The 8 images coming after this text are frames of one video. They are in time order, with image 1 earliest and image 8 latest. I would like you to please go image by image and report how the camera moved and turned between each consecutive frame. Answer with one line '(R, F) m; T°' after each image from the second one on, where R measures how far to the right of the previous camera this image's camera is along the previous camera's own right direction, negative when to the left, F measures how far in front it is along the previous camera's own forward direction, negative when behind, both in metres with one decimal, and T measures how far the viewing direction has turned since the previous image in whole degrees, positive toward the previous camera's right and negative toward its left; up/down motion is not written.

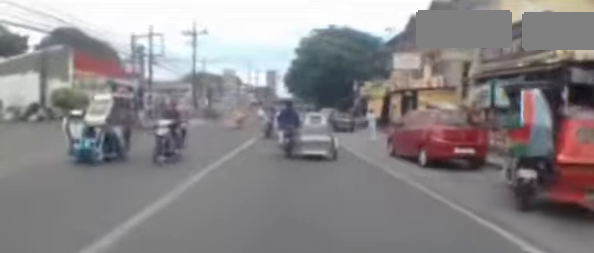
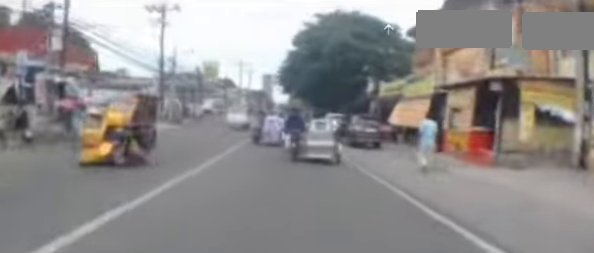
(-0.7, +8.8) m; -2°
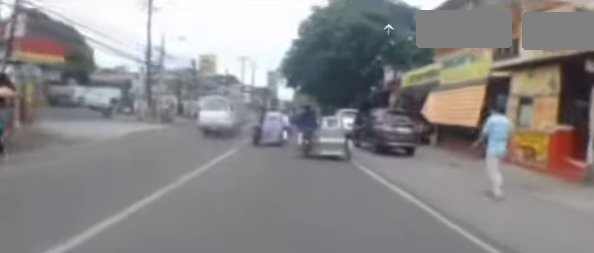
(+0.1, +3.9) m; +3°
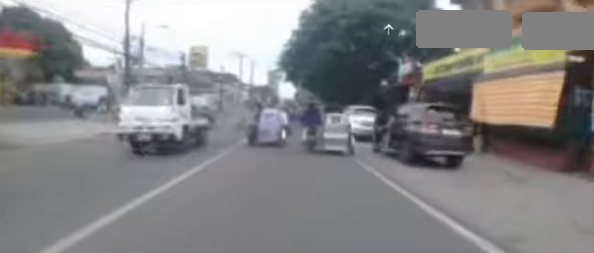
(0.0, +3.4) m; 0°
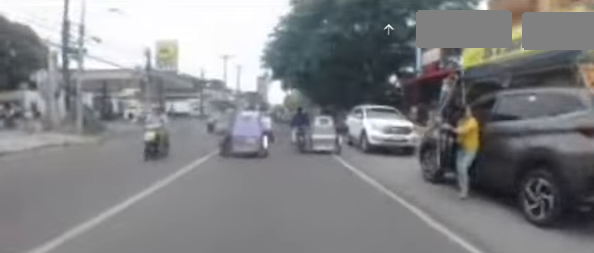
(0.0, +5.3) m; +2°
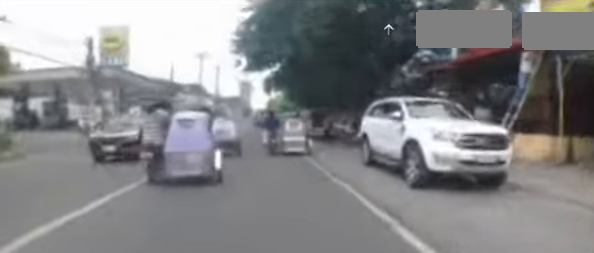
(+0.2, +5.7) m; 0°
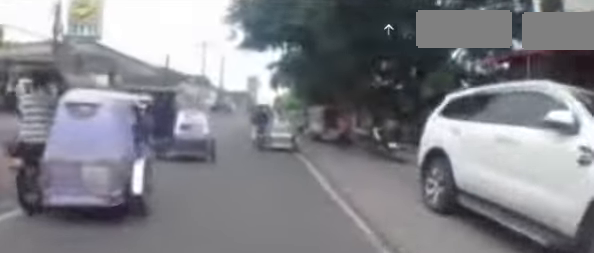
(-0.1, +3.8) m; 0°
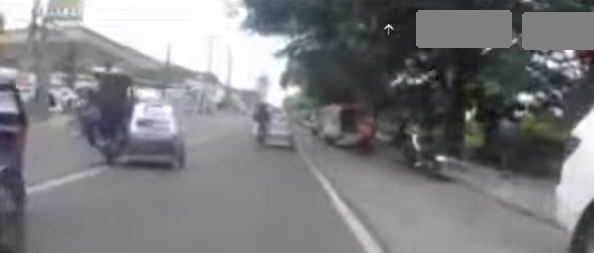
(-0.1, +2.5) m; 0°
